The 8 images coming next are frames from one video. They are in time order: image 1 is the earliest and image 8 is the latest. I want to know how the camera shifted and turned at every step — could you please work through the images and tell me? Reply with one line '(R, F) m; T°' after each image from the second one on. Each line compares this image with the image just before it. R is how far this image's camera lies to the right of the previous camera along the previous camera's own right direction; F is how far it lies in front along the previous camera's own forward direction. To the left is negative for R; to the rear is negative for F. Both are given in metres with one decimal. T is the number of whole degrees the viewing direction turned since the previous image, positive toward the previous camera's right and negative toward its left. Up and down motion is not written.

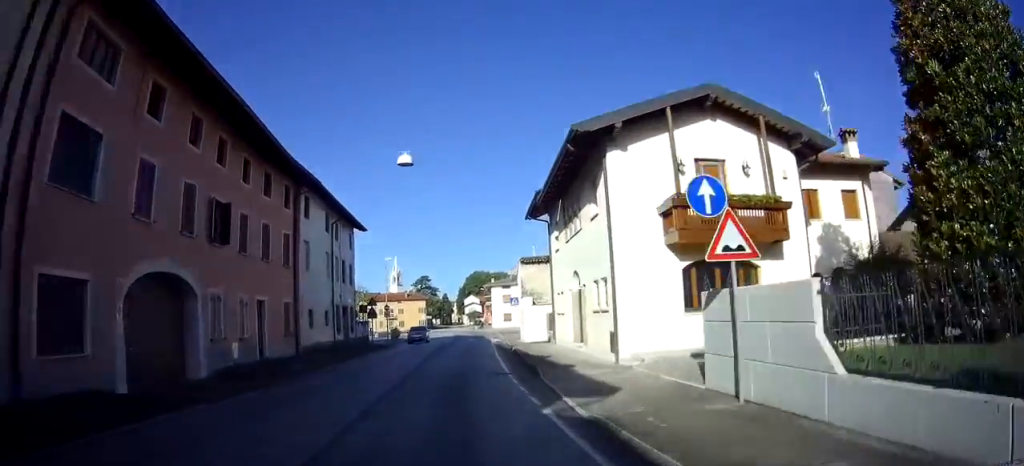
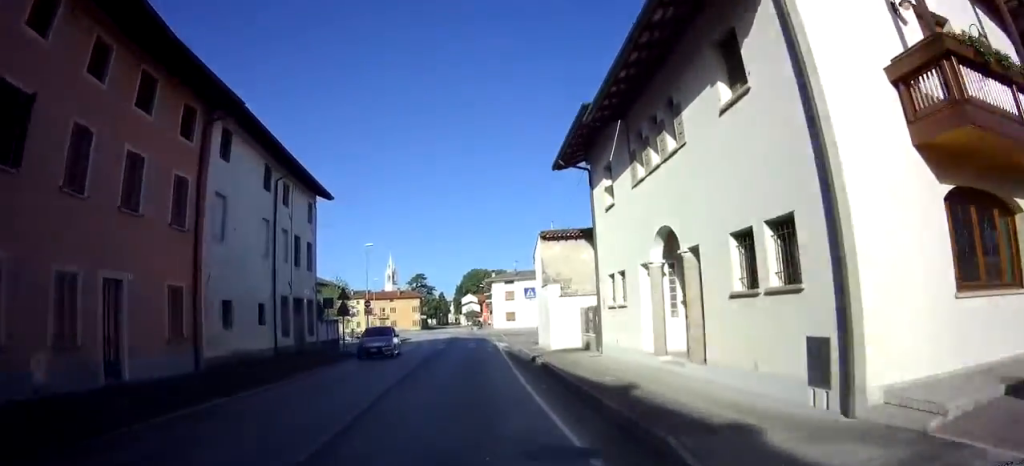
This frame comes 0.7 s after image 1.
(0.0, +9.3) m; 0°
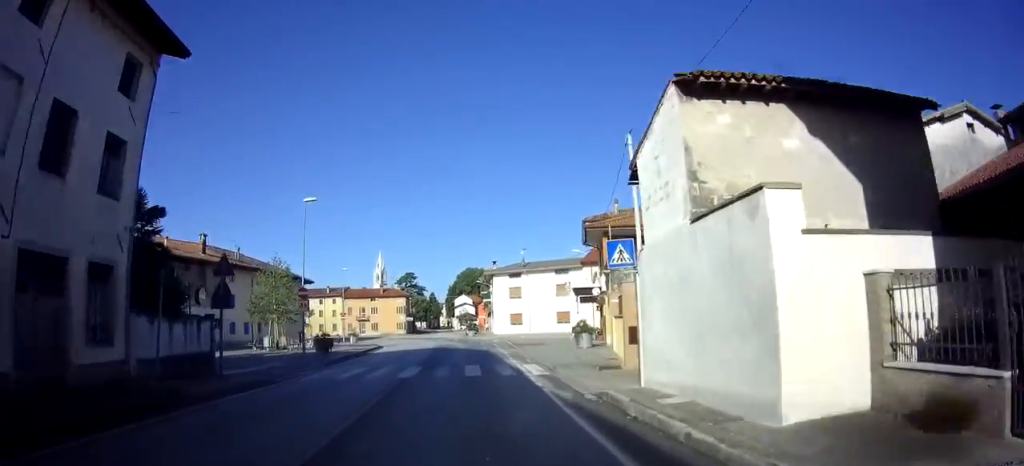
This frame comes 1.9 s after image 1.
(-0.1, +16.1) m; -1°
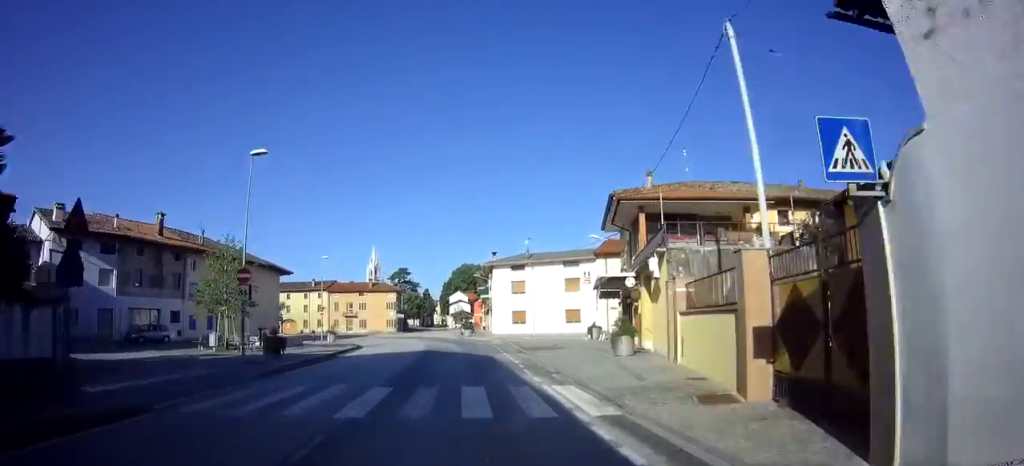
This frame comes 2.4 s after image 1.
(-0.2, +7.2) m; +1°
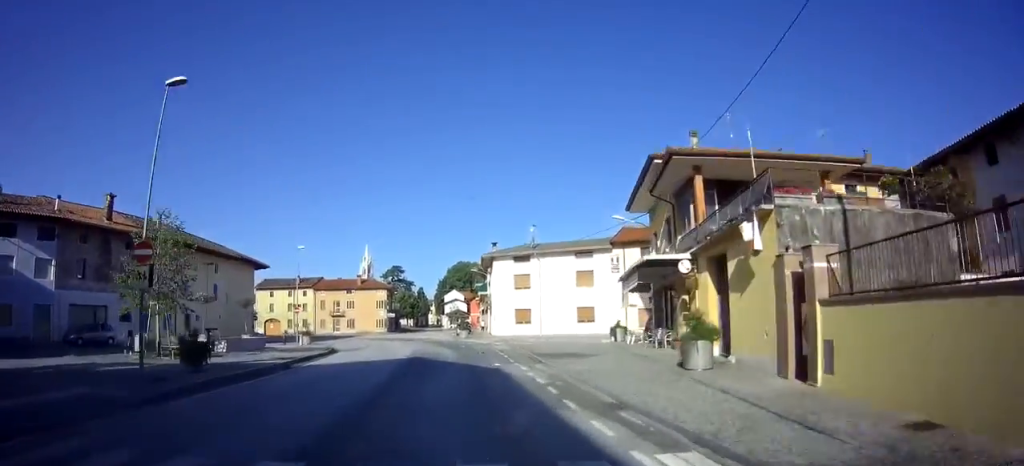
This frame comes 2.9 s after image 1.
(0.0, +6.7) m; +1°
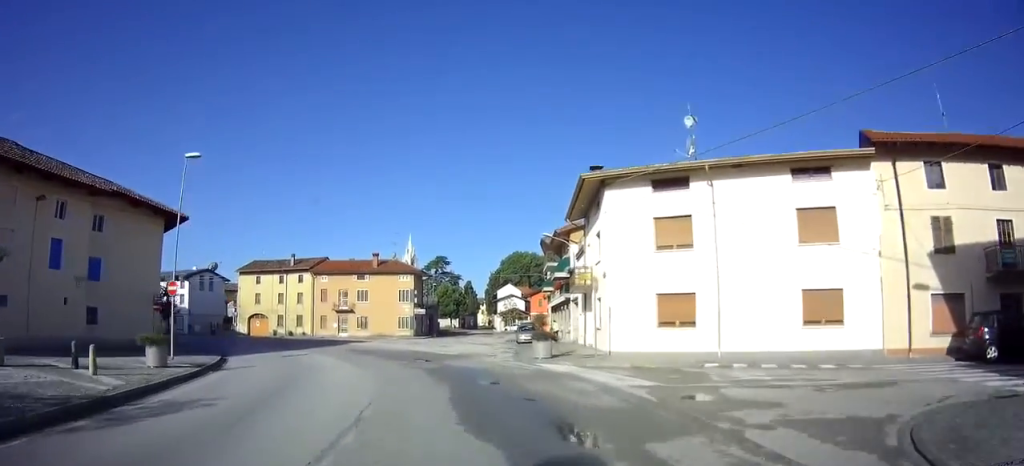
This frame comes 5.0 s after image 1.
(-0.5, +26.6) m; -7°
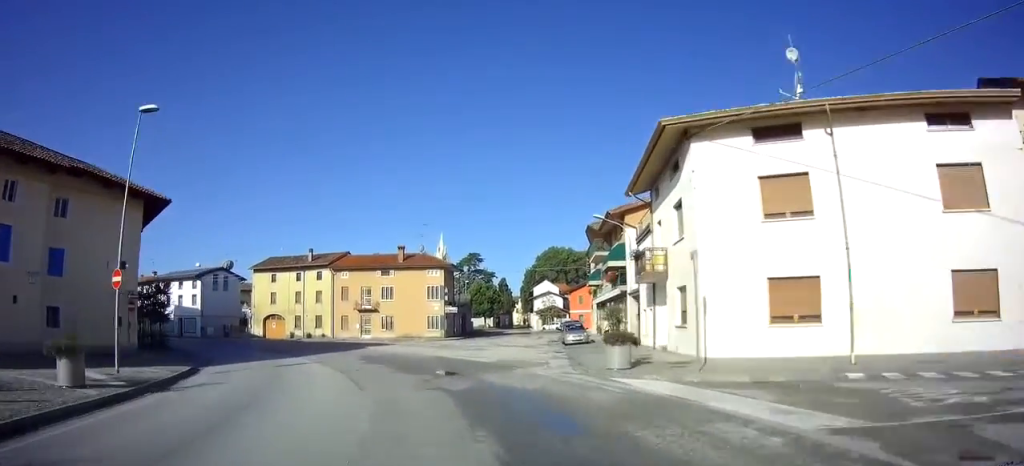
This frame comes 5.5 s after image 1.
(-0.2, +6.1) m; -3°
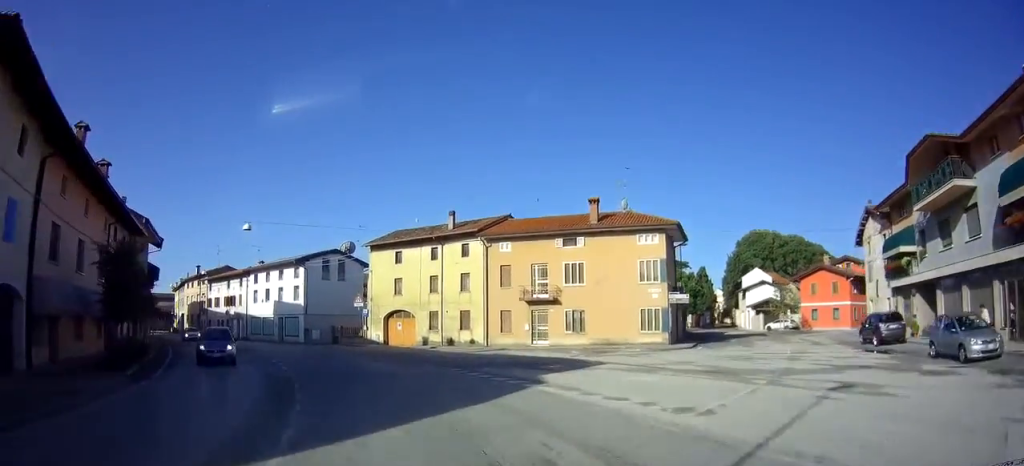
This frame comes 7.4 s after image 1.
(-2.5, +21.2) m; -16°
